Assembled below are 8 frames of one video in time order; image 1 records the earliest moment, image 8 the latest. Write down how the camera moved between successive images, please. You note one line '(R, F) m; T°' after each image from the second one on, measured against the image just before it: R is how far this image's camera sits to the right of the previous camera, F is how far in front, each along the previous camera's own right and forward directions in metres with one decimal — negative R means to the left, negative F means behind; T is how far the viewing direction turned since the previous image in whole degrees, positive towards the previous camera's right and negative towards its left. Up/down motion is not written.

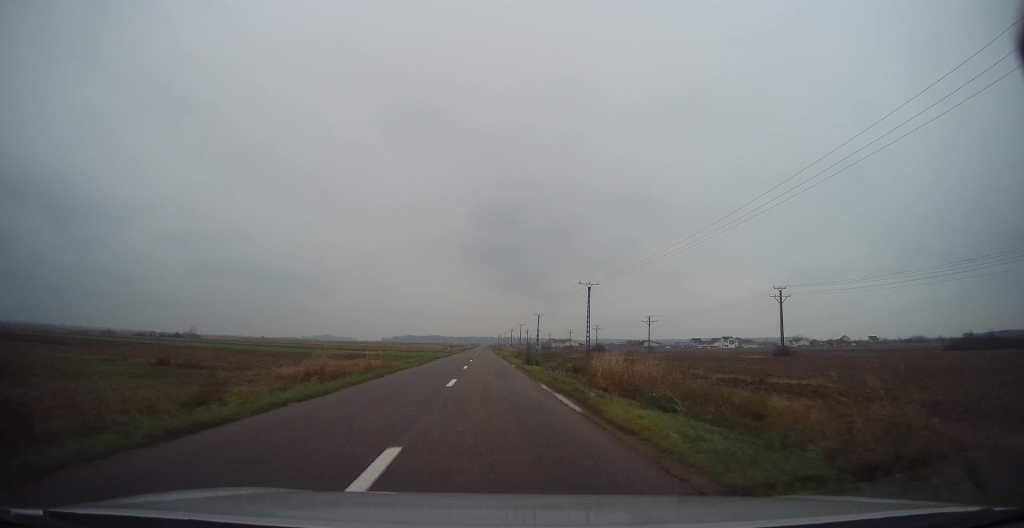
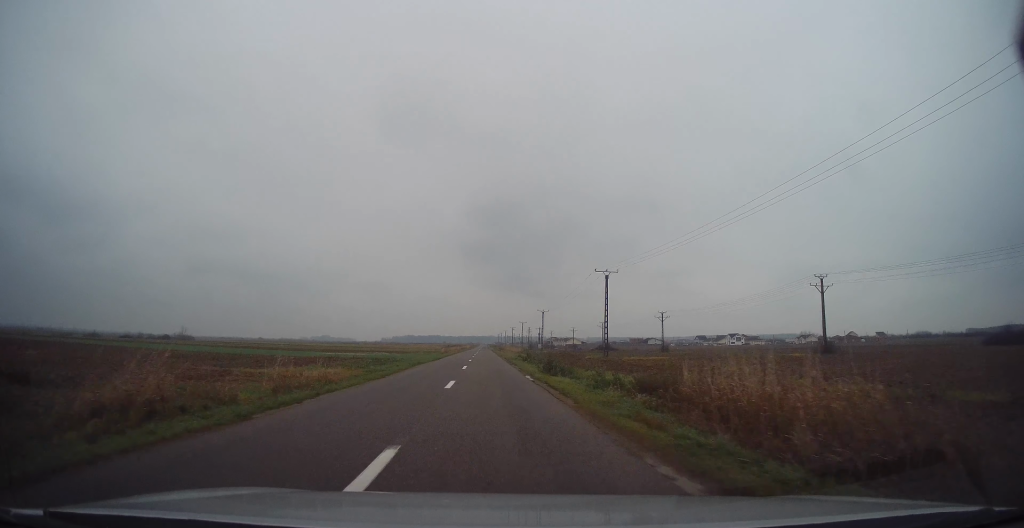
(+0.4, +11.0) m; 0°
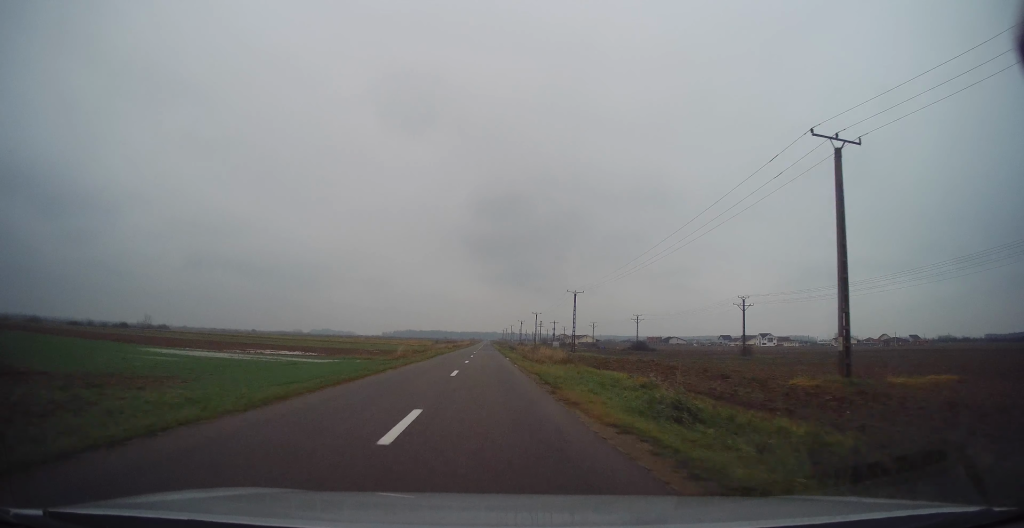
(0.0, +46.1) m; 0°
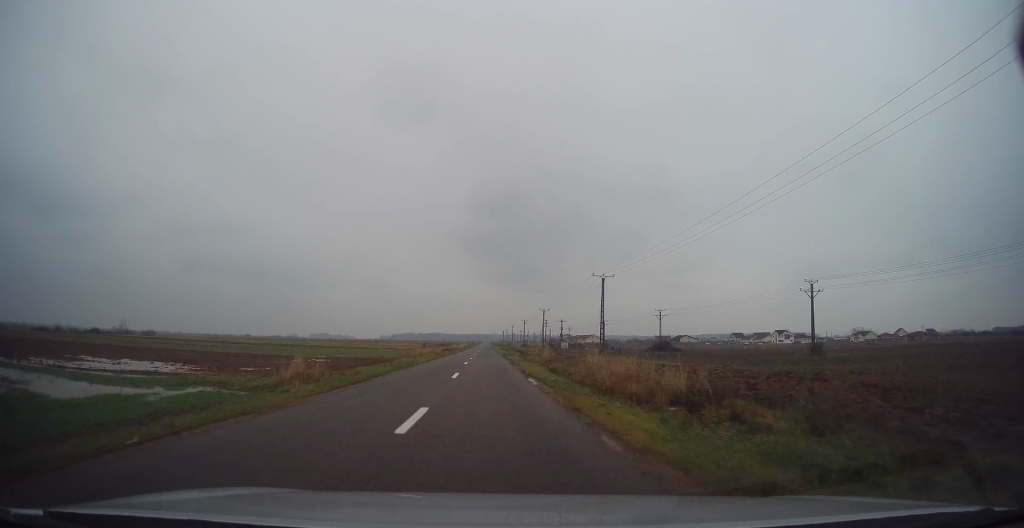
(+0.1, +23.3) m; 0°
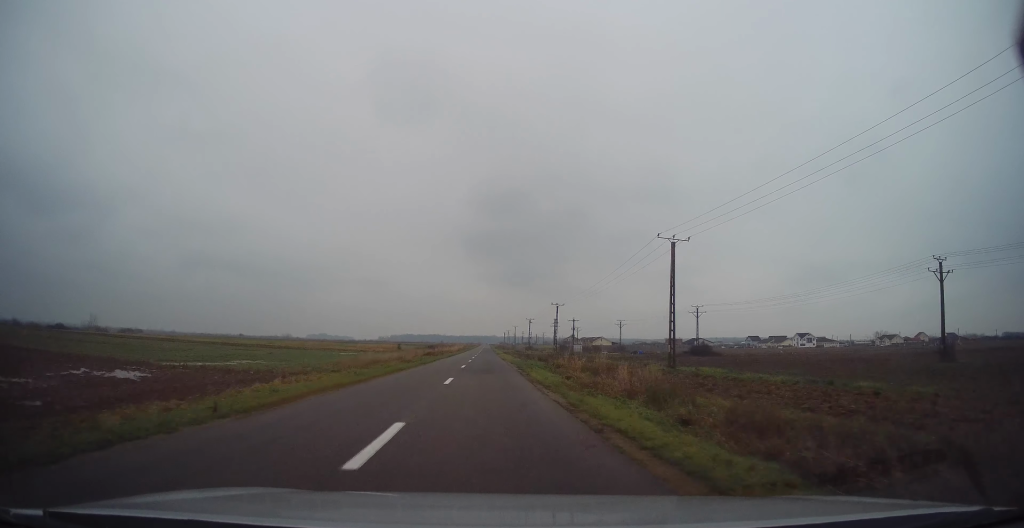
(-0.2, +27.0) m; -1°
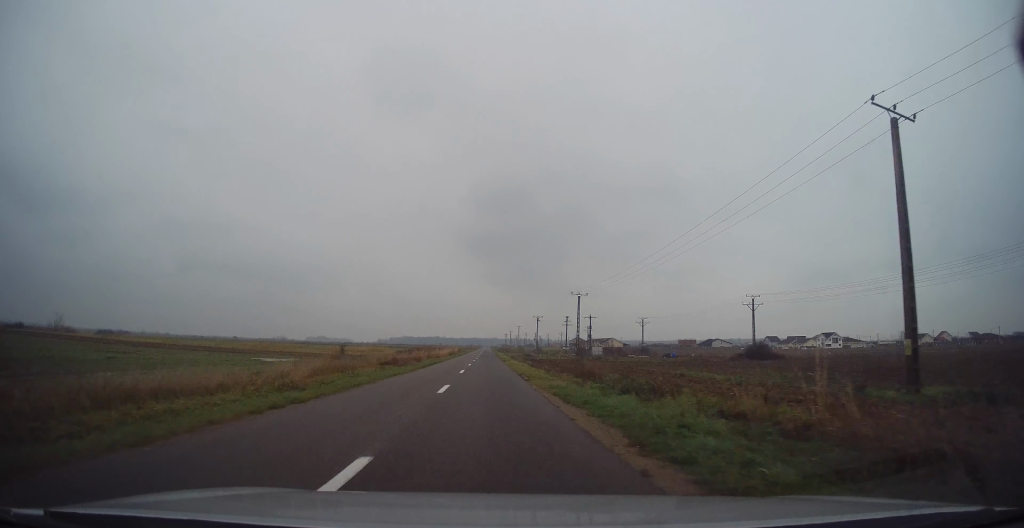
(0.0, +26.6) m; 0°
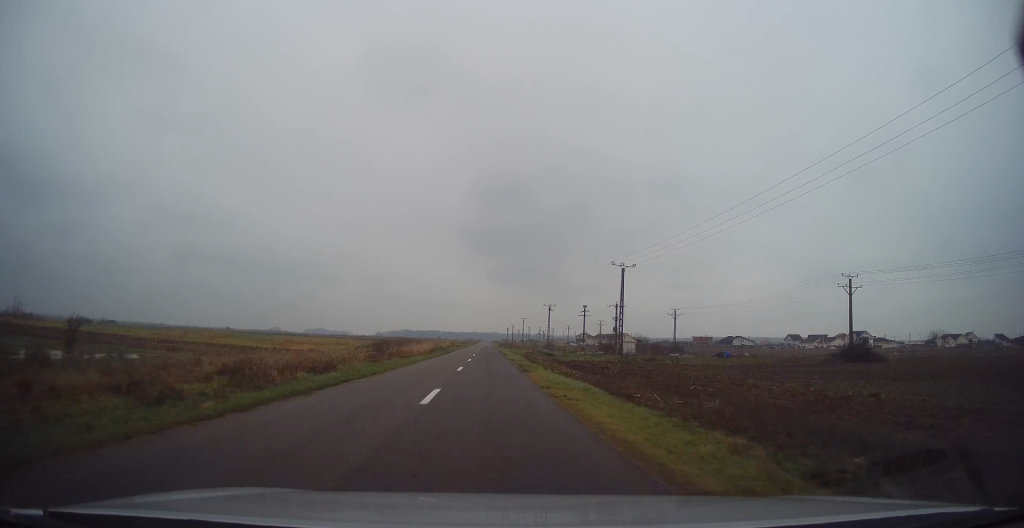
(0.0, +27.9) m; 0°
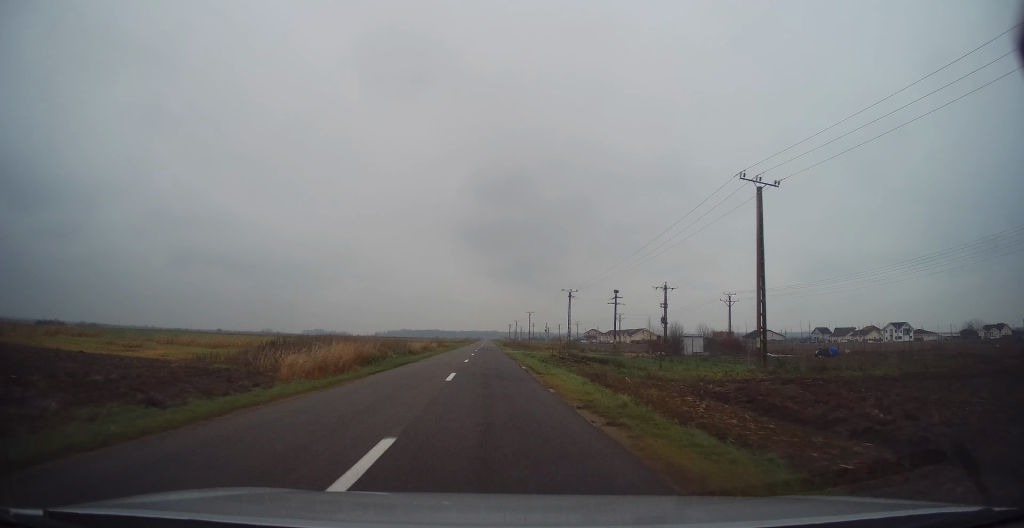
(+0.1, +31.8) m; 0°
